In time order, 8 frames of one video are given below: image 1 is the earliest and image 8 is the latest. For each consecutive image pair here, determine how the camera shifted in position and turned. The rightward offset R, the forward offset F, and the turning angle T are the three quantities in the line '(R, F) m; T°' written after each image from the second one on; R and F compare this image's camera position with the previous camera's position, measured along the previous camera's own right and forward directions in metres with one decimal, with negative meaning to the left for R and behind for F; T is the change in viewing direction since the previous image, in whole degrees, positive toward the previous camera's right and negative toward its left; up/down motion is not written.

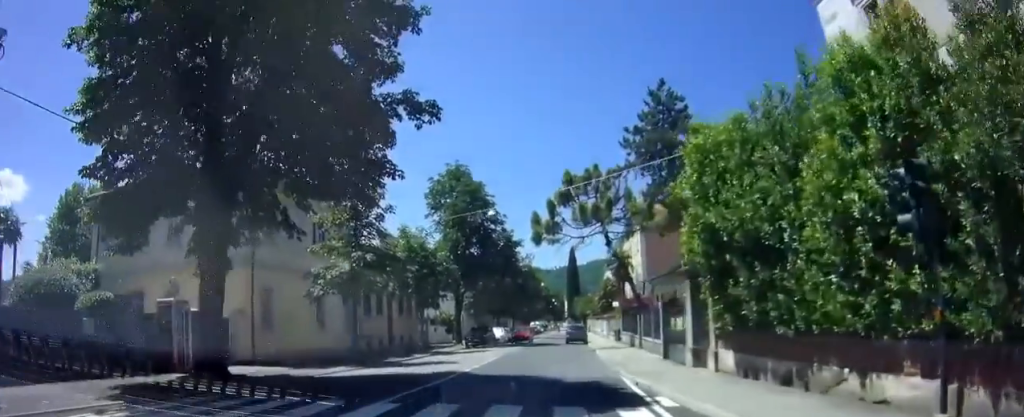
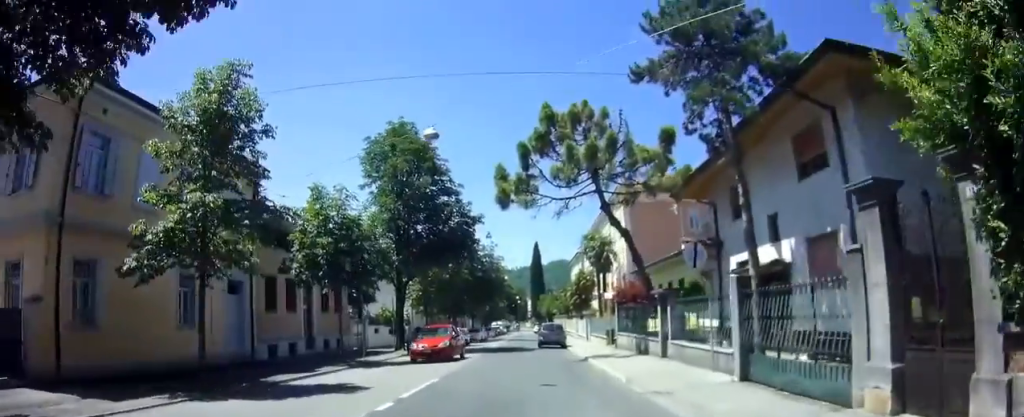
(+0.4, +9.6) m; +1°
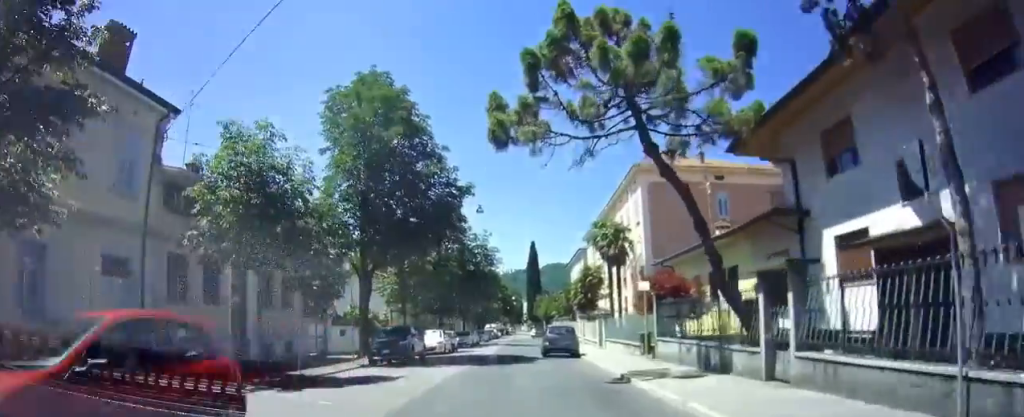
(-0.1, +7.6) m; +1°
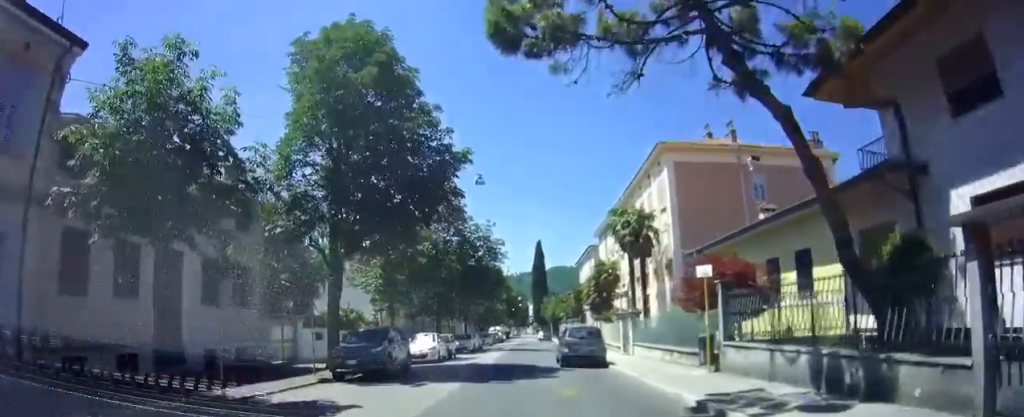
(+0.2, +4.7) m; +2°
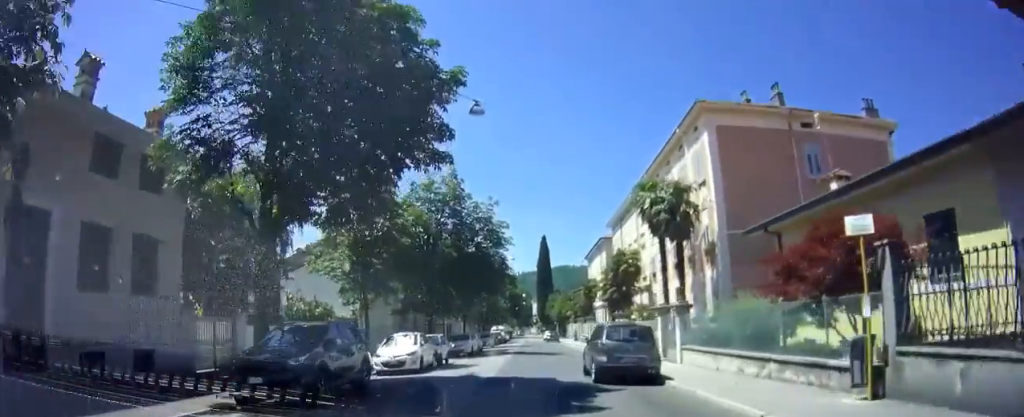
(0.0, +6.0) m; 0°
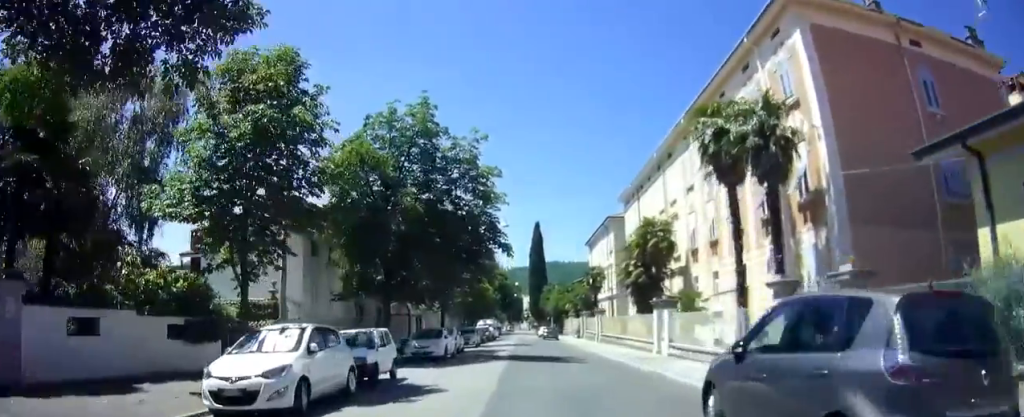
(0.0, +10.4) m; 0°
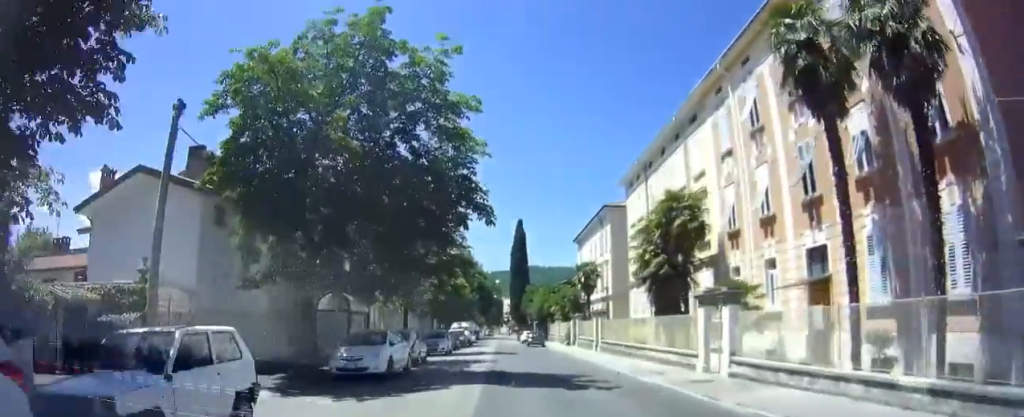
(+0.1, +8.0) m; +2°
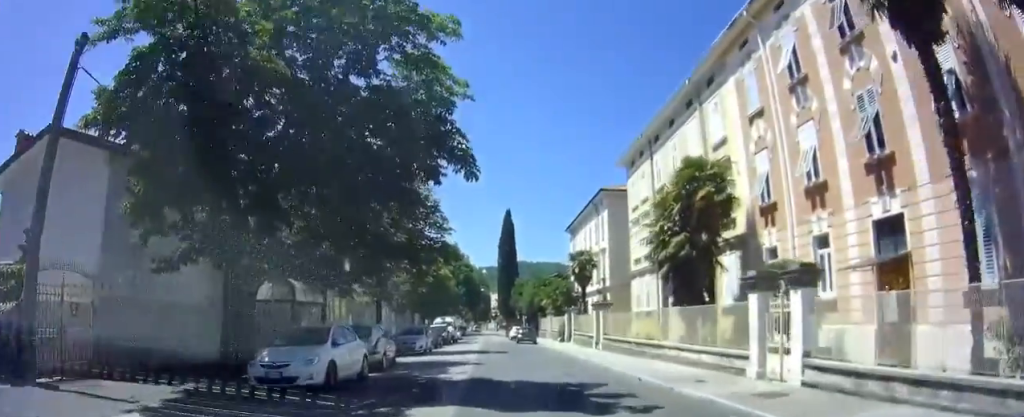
(+0.1, +4.4) m; +1°
